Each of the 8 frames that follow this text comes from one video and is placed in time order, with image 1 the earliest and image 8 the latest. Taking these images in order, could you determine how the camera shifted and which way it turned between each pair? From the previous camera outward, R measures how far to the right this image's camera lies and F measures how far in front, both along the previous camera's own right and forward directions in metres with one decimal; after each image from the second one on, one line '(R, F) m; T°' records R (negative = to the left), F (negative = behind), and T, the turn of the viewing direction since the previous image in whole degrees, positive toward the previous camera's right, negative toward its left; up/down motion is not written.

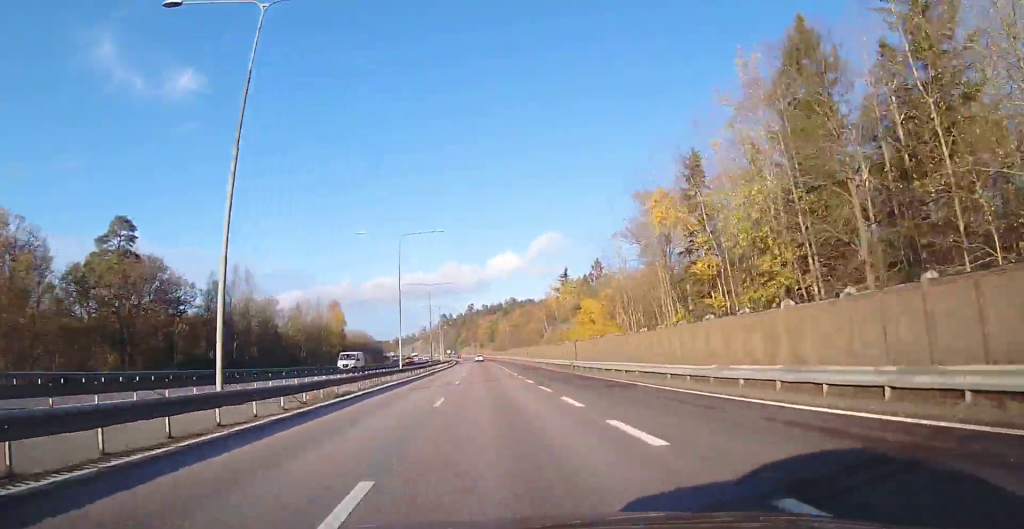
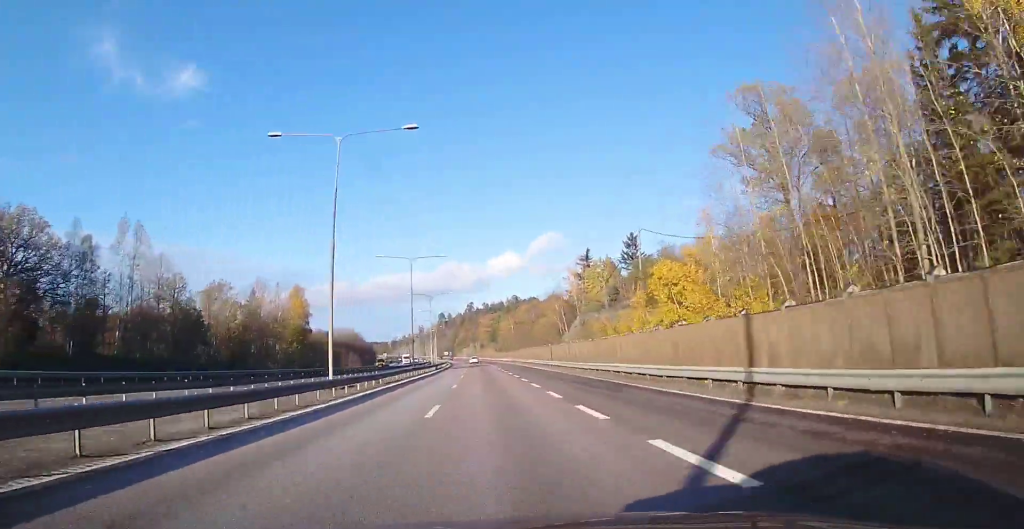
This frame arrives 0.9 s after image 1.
(+0.1, +26.2) m; +1°
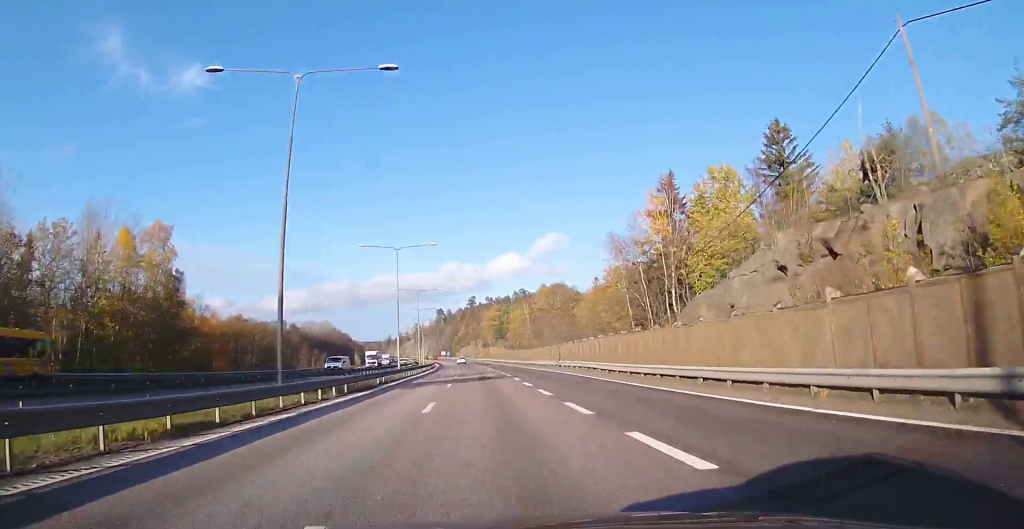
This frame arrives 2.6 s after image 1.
(+0.2, +46.1) m; 0°
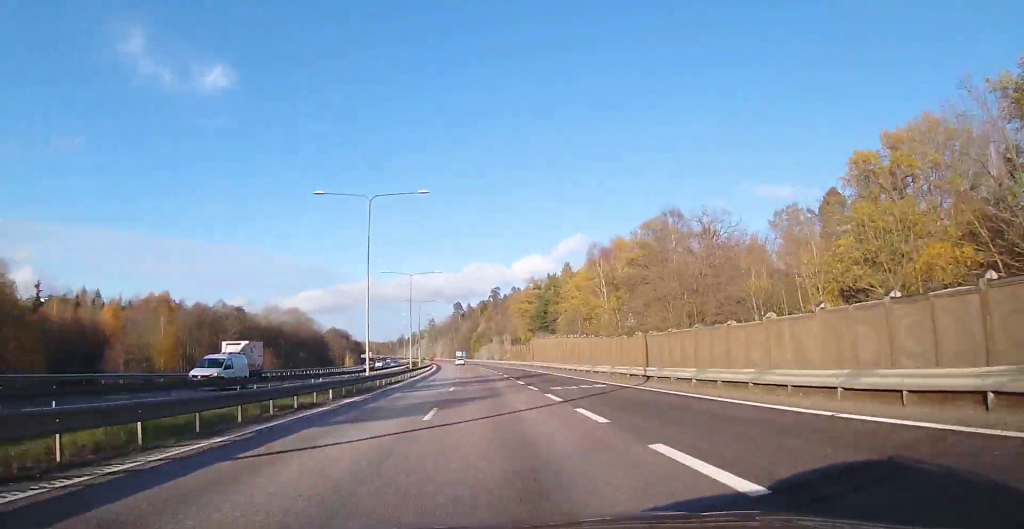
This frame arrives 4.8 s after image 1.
(-1.0, +59.3) m; -2°
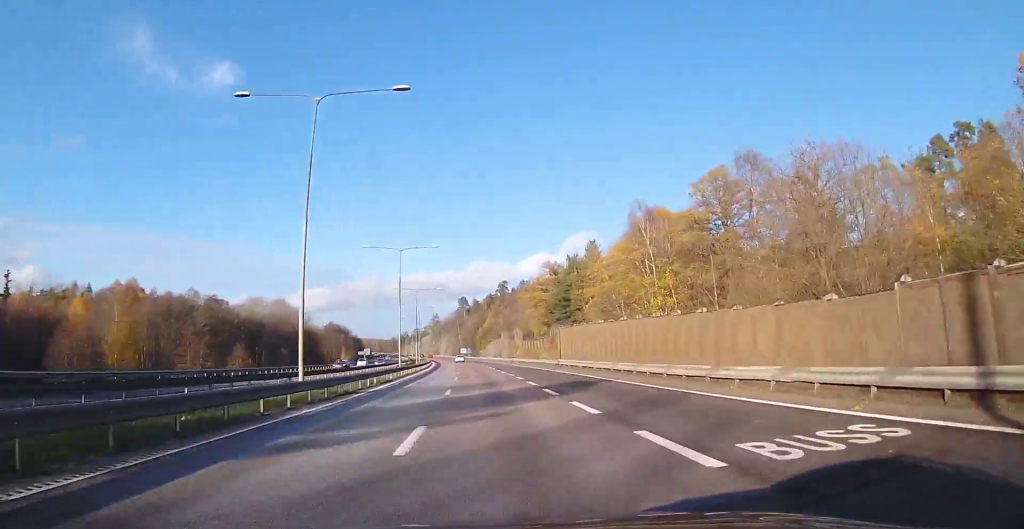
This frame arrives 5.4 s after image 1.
(-0.1, +16.5) m; -1°
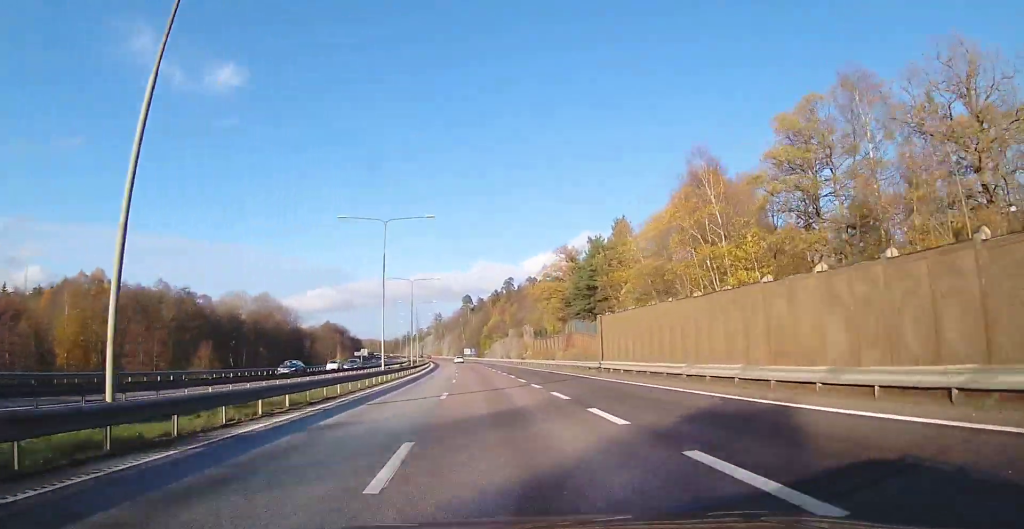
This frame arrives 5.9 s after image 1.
(-0.2, +13.7) m; -1°
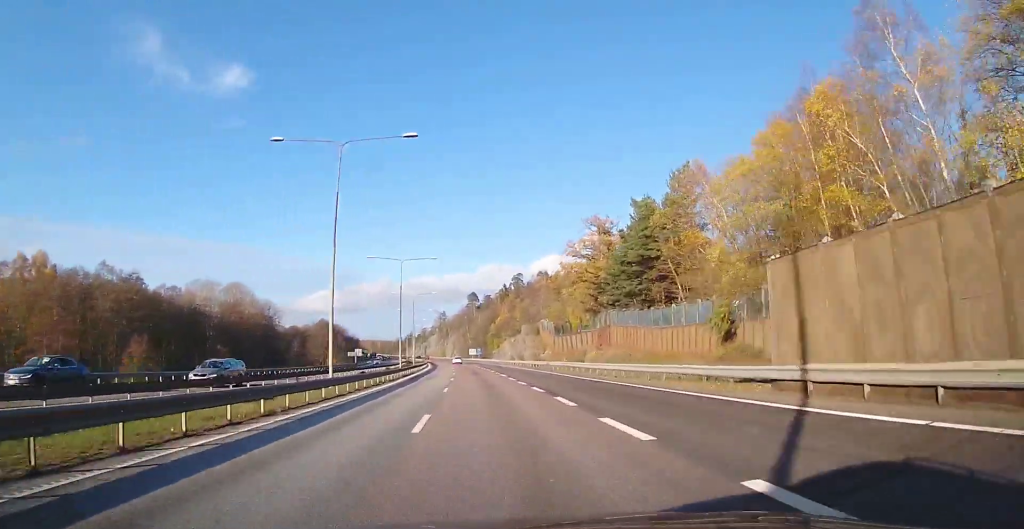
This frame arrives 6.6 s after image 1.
(-0.1, +19.3) m; -1°
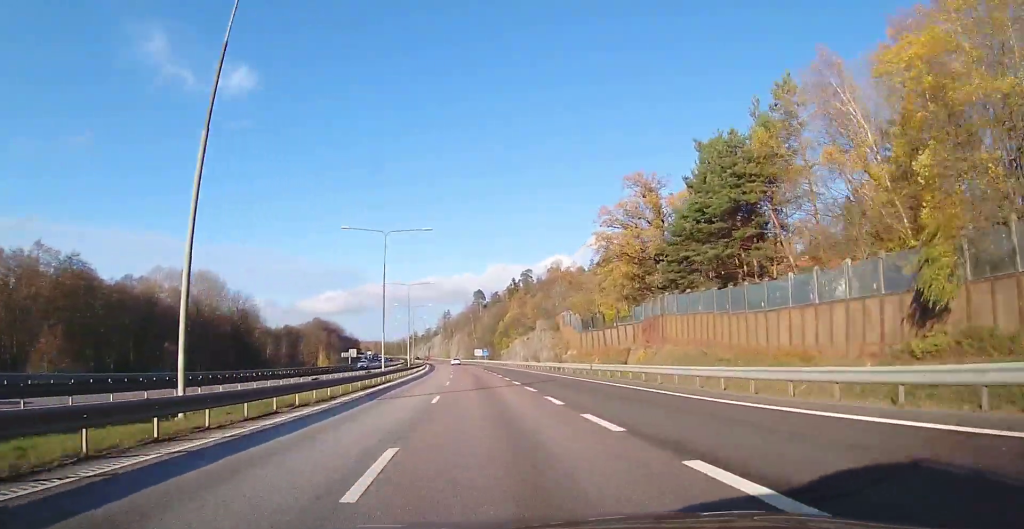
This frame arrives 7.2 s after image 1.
(0.0, +16.6) m; -1°
